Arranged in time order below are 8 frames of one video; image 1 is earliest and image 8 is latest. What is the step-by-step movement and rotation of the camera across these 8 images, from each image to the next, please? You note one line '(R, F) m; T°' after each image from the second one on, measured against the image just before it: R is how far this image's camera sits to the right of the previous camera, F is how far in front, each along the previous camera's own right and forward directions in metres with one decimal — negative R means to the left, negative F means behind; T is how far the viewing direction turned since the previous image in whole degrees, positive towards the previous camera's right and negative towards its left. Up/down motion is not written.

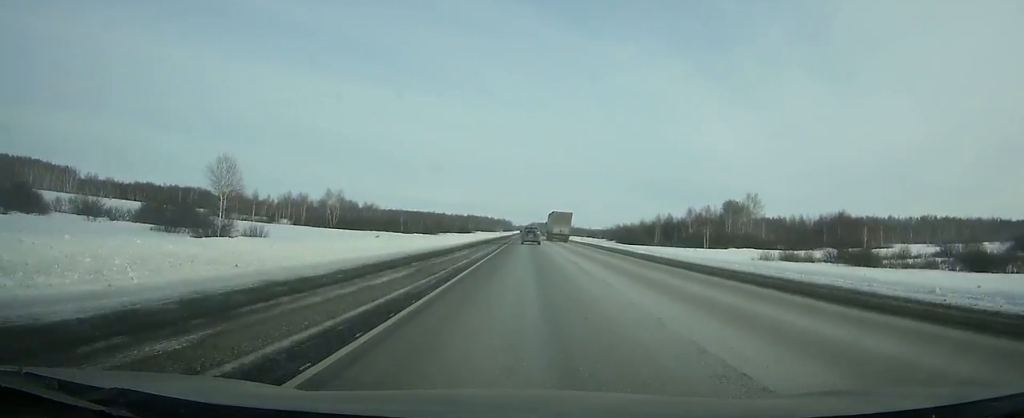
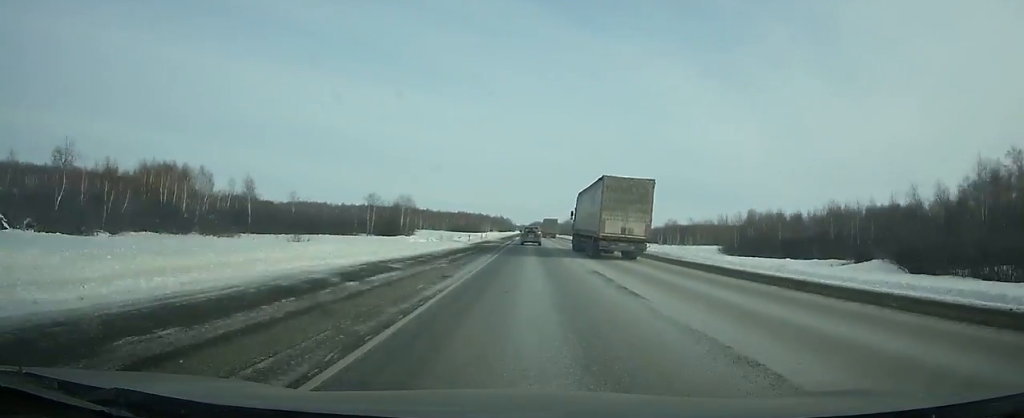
(0.0, +149.6) m; 0°
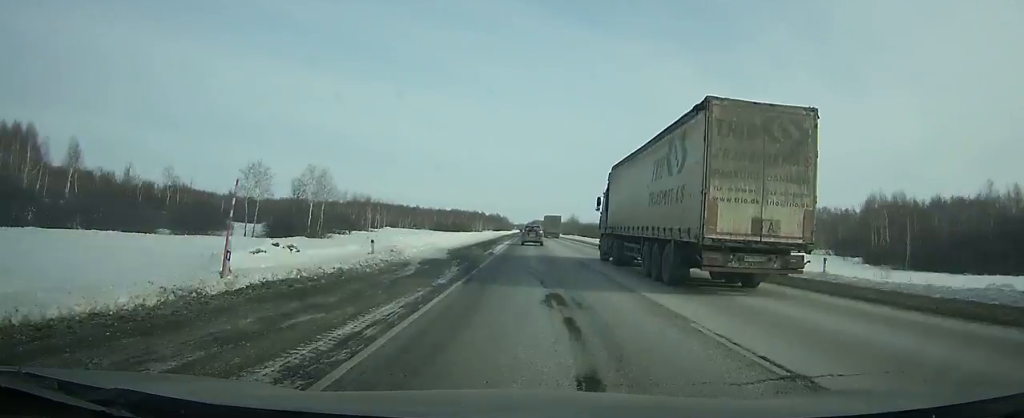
(-0.2, +48.8) m; 0°
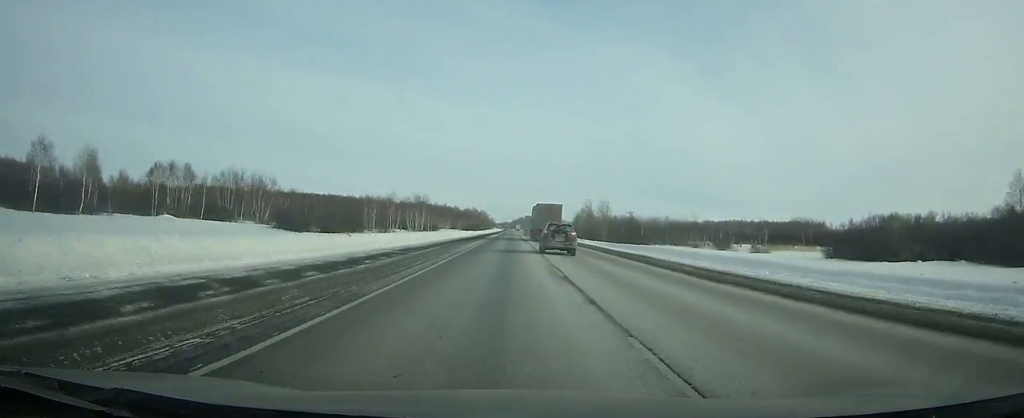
(+0.6, +144.9) m; +1°
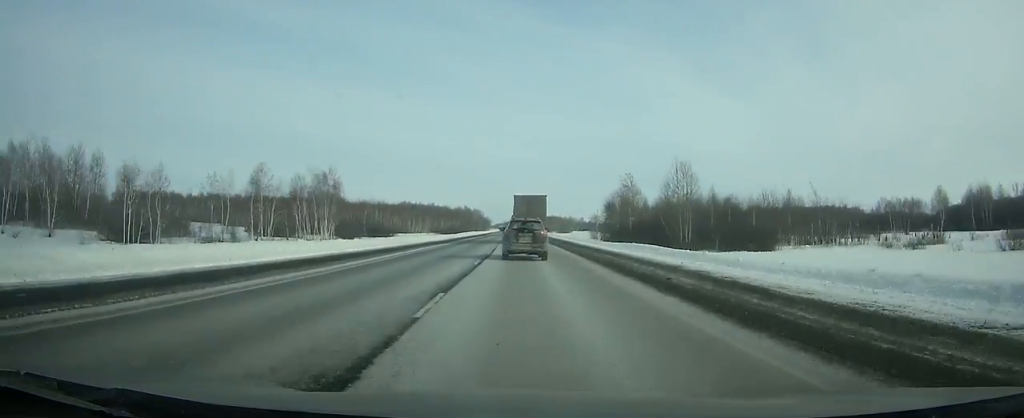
(+1.0, +81.6) m; 0°
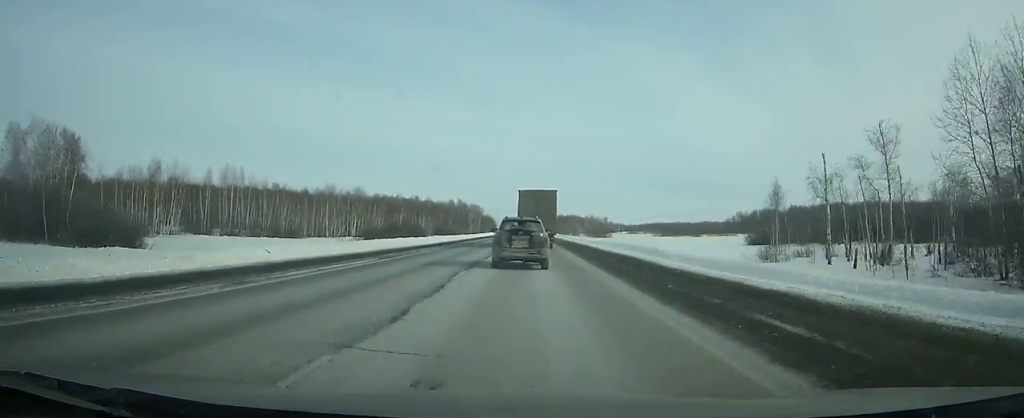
(-1.6, +116.4) m; -1°
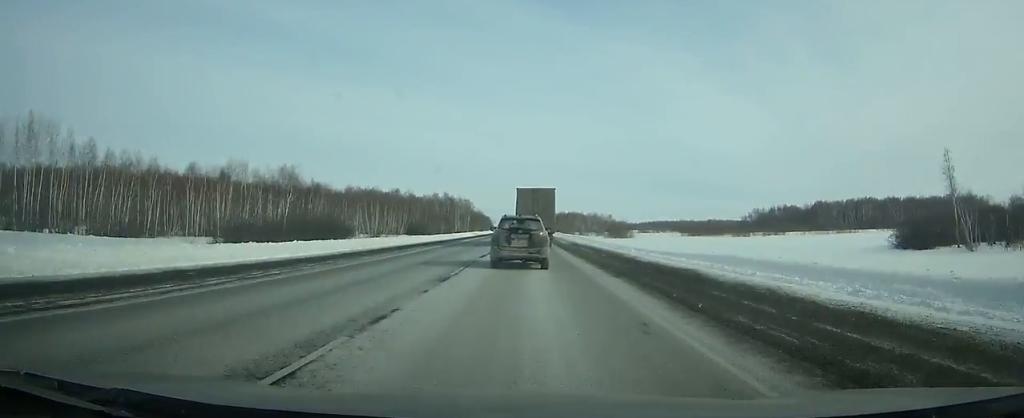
(-0.1, +48.1) m; 0°
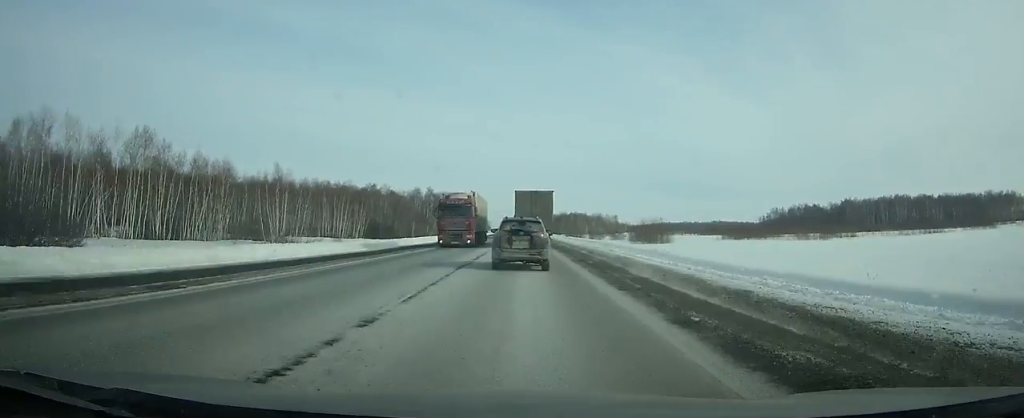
(0.0, +42.7) m; 0°
